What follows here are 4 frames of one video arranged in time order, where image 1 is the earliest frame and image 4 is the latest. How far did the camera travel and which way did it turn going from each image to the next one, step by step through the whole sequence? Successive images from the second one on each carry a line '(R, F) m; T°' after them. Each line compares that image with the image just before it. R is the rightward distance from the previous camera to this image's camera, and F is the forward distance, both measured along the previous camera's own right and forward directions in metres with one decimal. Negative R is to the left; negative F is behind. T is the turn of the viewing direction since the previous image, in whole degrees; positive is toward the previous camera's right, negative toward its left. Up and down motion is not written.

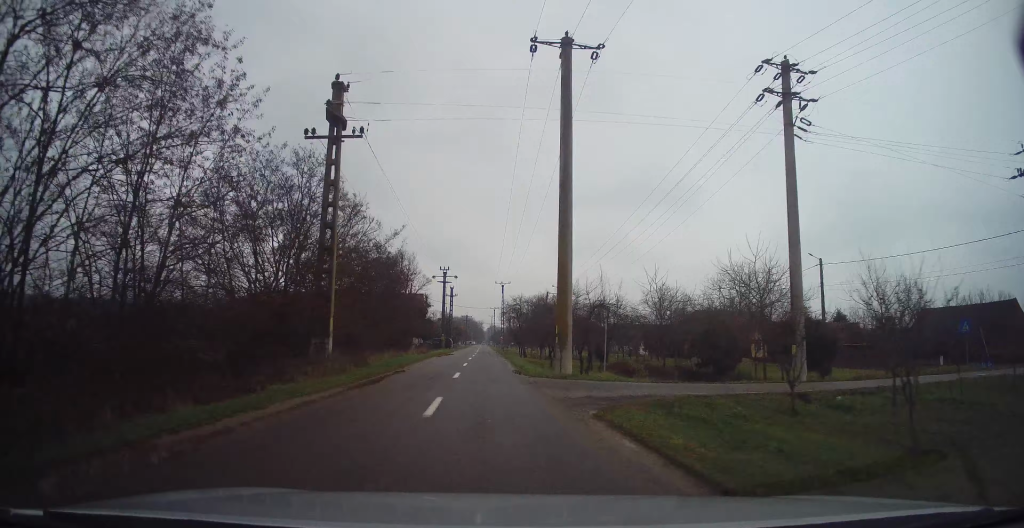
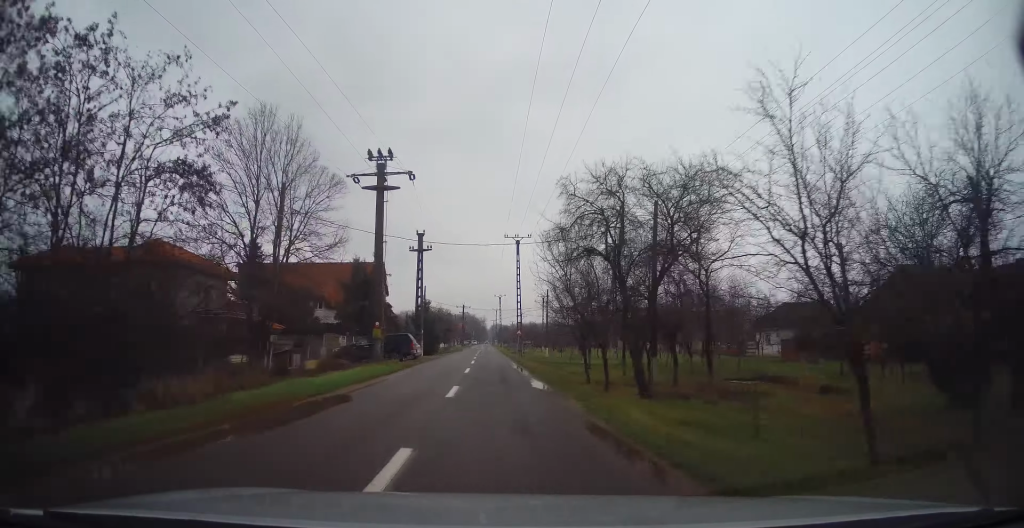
(-0.3, +42.3) m; -2°
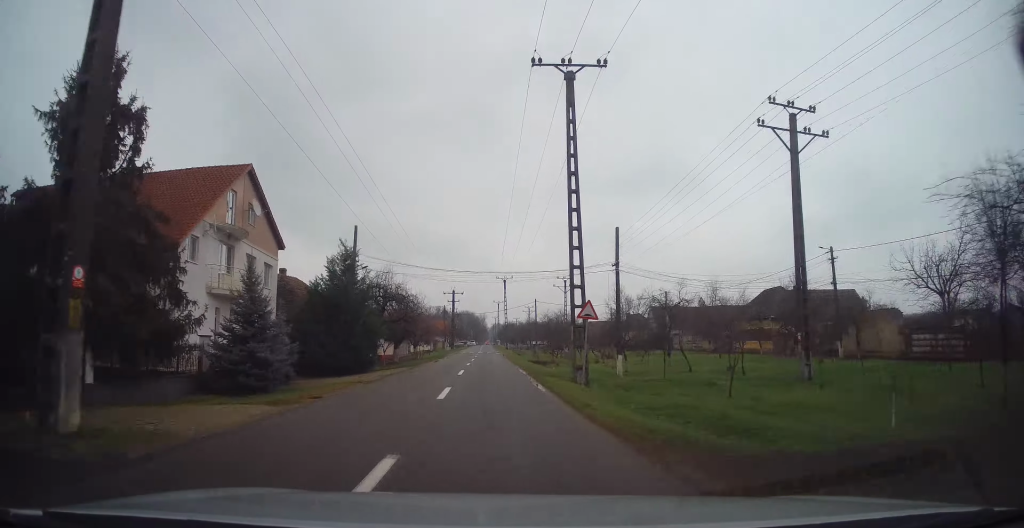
(+0.9, +36.2) m; +2°
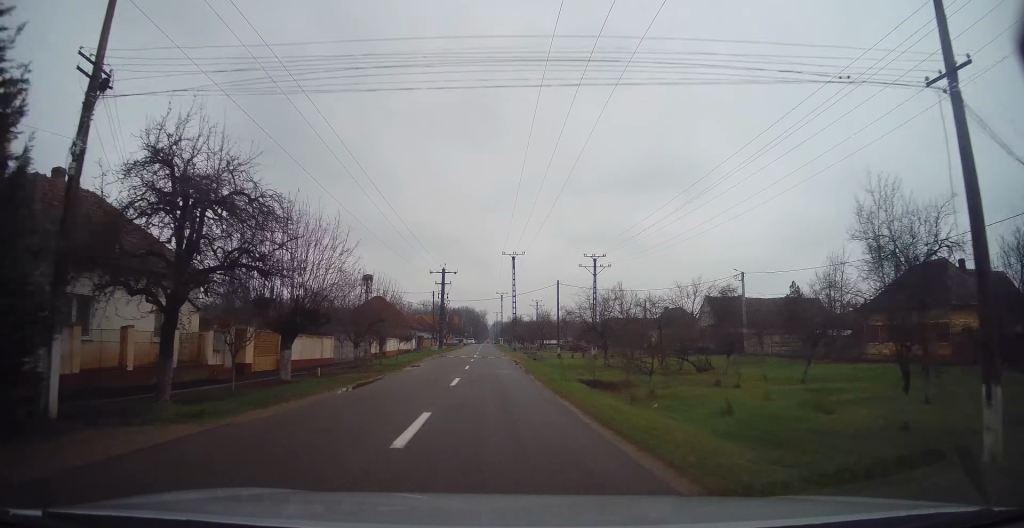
(+0.2, +22.9) m; 0°
